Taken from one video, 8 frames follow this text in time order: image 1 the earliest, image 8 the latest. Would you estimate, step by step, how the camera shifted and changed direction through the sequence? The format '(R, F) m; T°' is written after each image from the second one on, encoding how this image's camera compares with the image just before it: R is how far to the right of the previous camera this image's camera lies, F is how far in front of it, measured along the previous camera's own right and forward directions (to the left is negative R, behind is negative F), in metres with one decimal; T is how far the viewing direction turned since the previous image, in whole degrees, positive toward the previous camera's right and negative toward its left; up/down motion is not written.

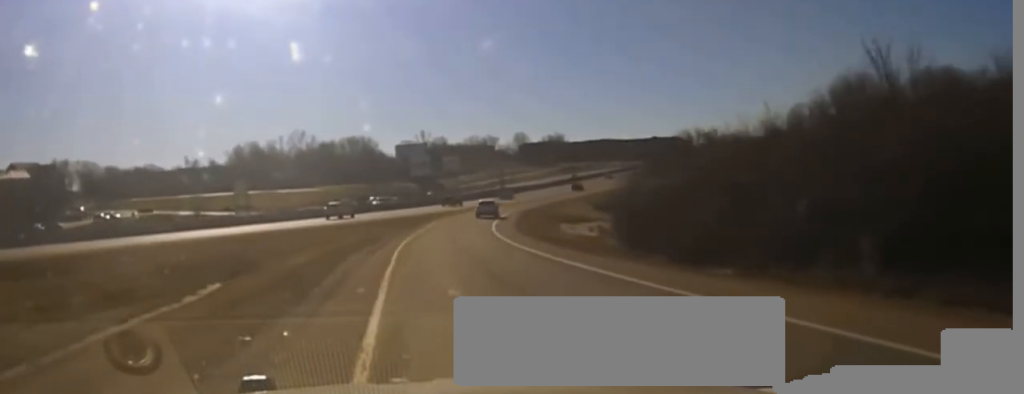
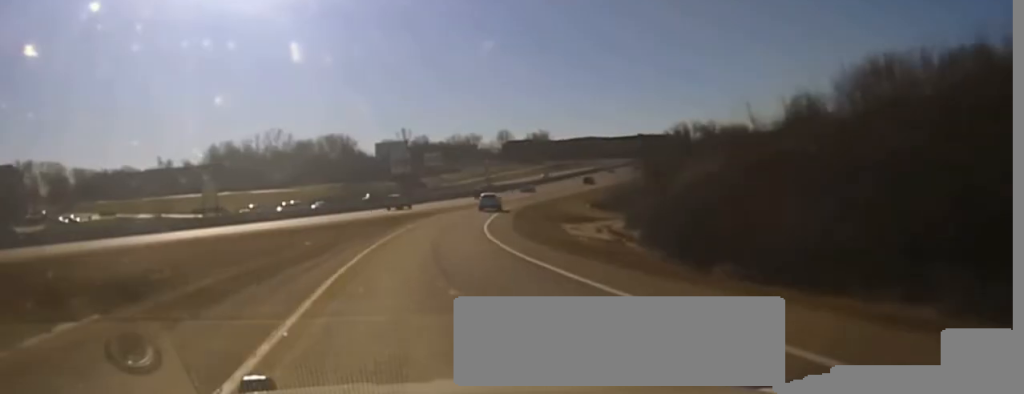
(+0.1, +14.3) m; +1°
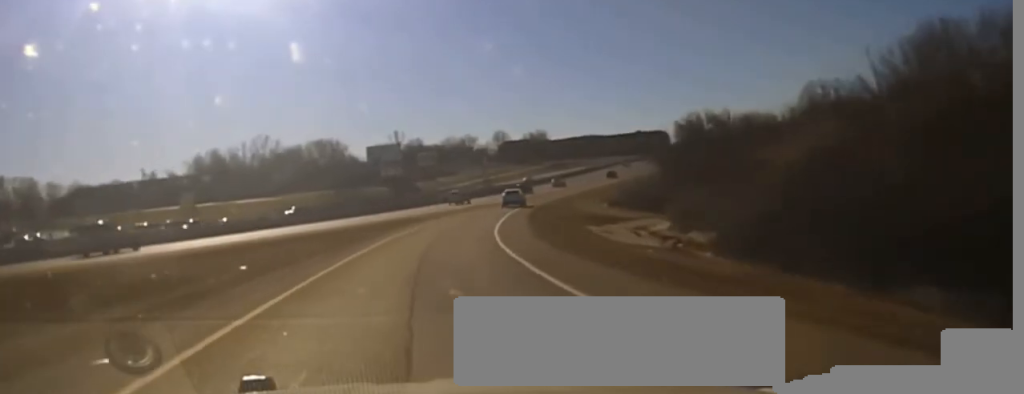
(0.0, +17.9) m; +1°
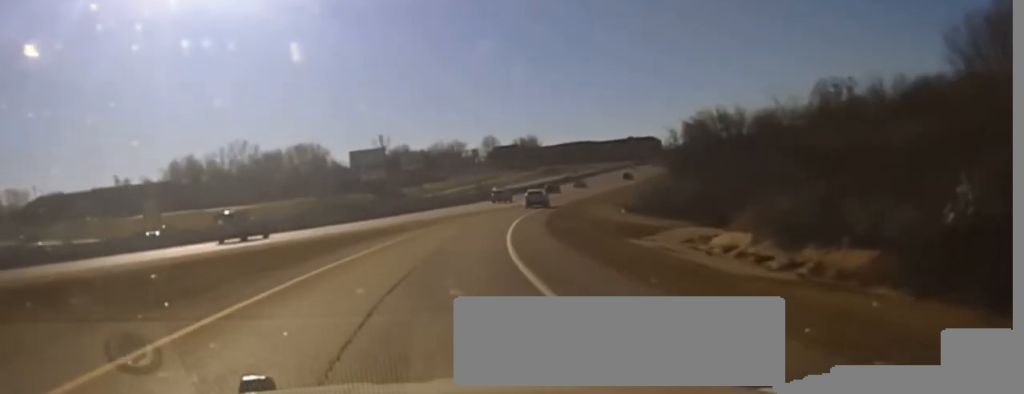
(+0.1, +19.8) m; +1°
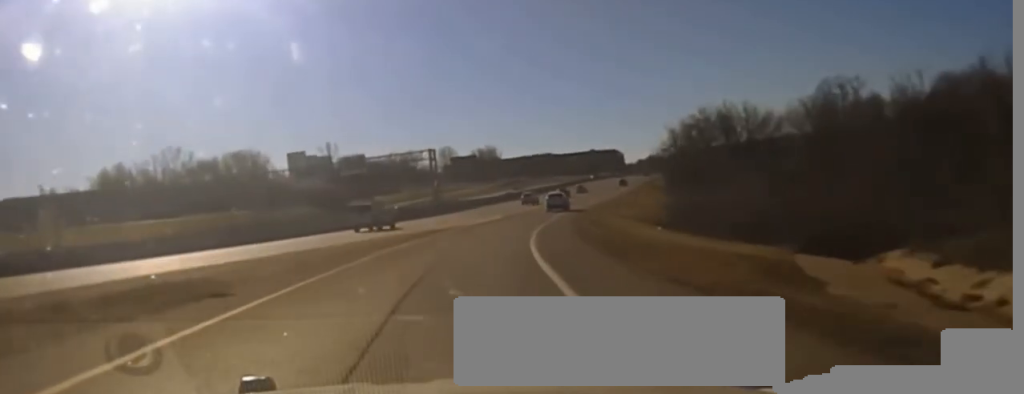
(+0.4, +30.8) m; +3°
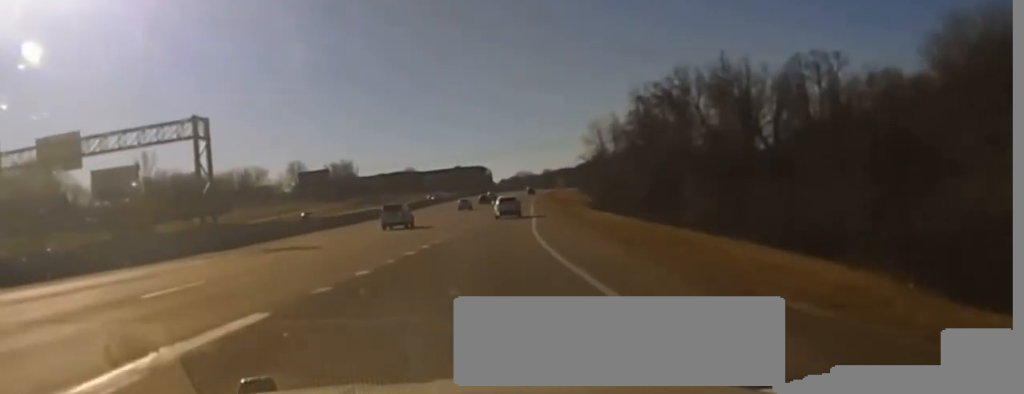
(+4.5, +56.6) m; +9°
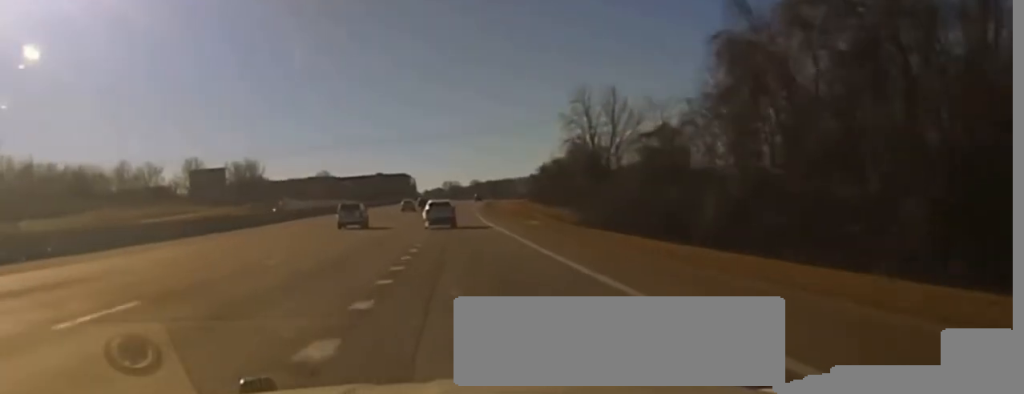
(+2.7, +53.4) m; +4°
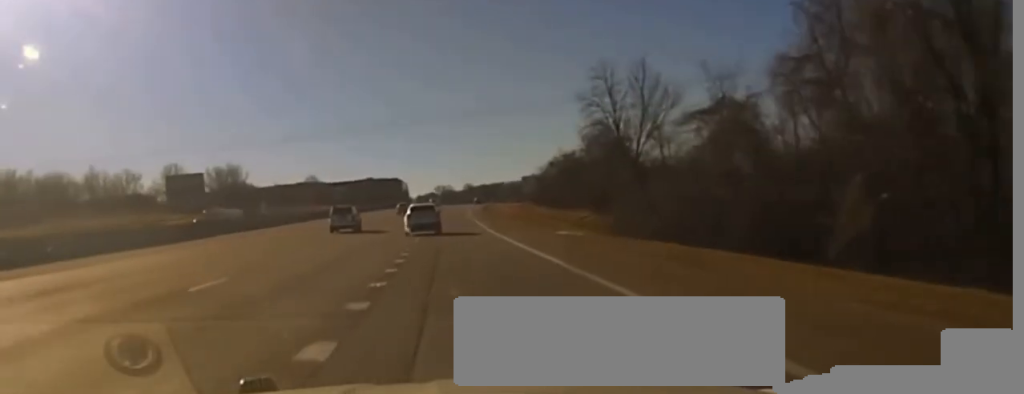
(+0.1, +20.1) m; 0°
